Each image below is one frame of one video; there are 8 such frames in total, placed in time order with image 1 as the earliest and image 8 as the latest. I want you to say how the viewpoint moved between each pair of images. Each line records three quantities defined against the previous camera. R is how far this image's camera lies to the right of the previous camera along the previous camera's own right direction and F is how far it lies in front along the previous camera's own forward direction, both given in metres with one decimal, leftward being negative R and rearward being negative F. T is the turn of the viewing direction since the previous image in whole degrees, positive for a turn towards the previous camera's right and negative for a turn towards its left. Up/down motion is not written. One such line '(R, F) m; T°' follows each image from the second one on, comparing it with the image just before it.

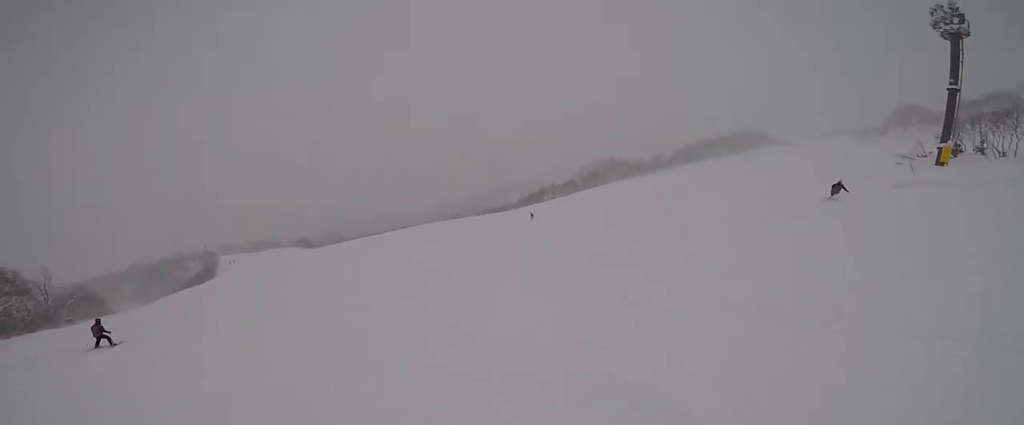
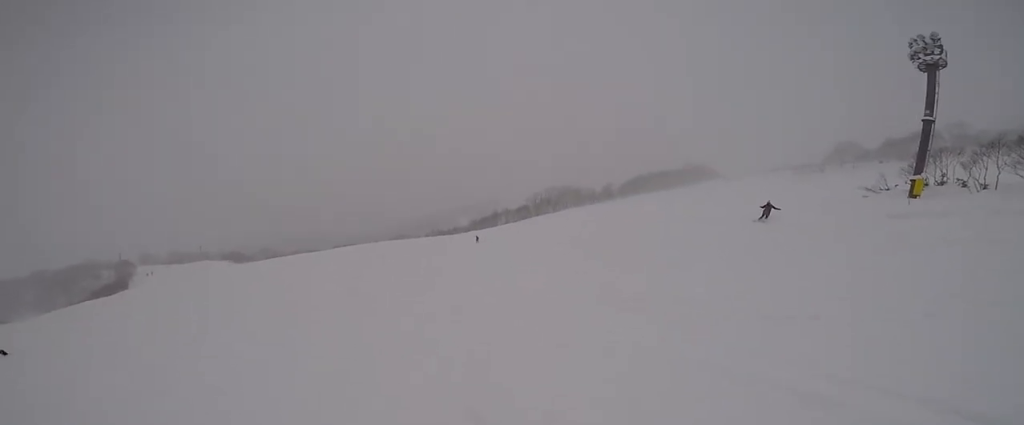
(+0.2, +3.9) m; +13°
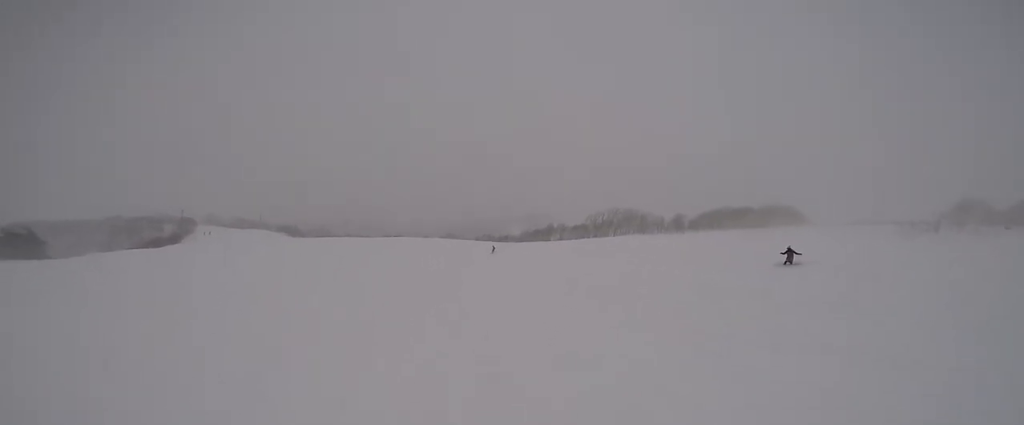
(+1.5, +8.5) m; +7°
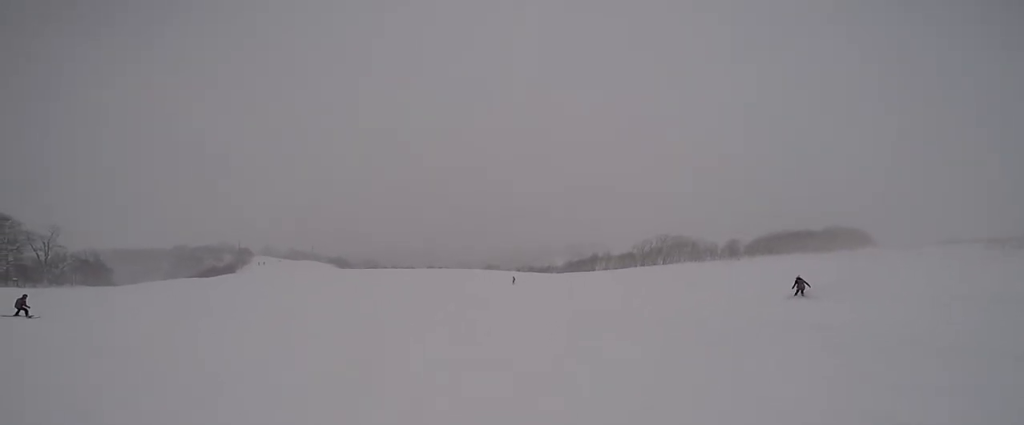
(+0.2, +3.9) m; -5°
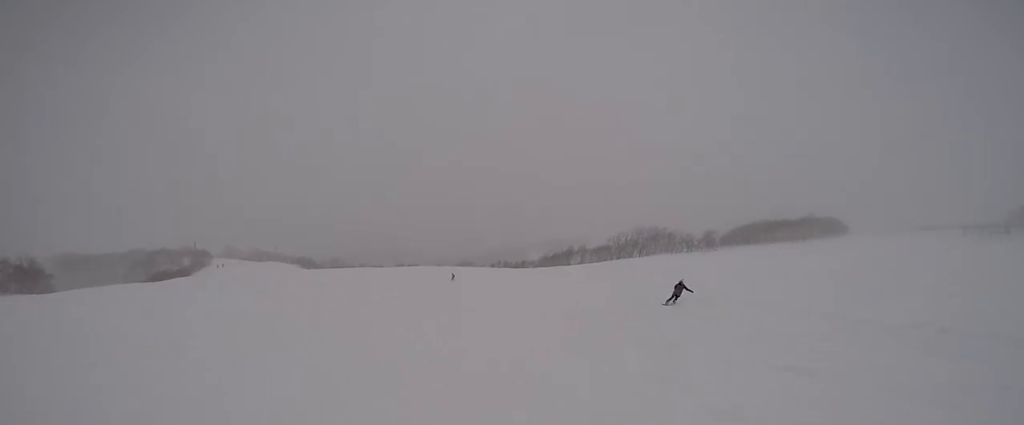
(-0.8, +5.2) m; -9°
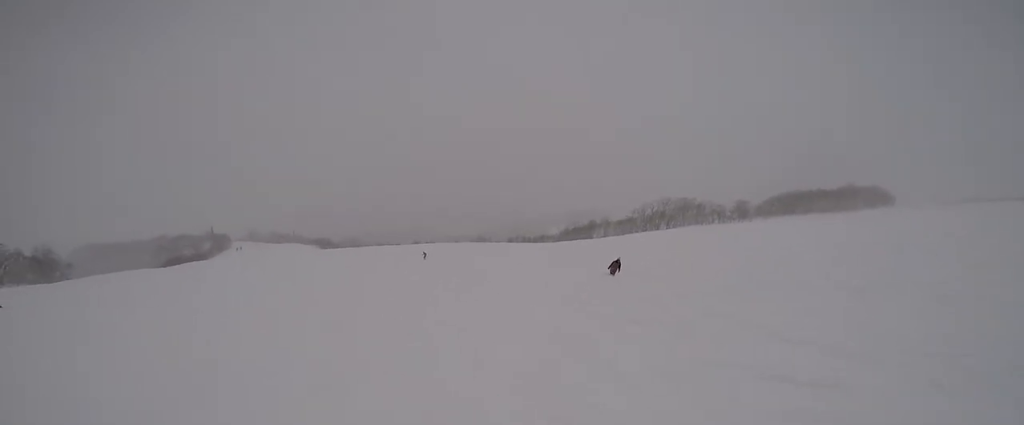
(-0.2, +5.8) m; -17°
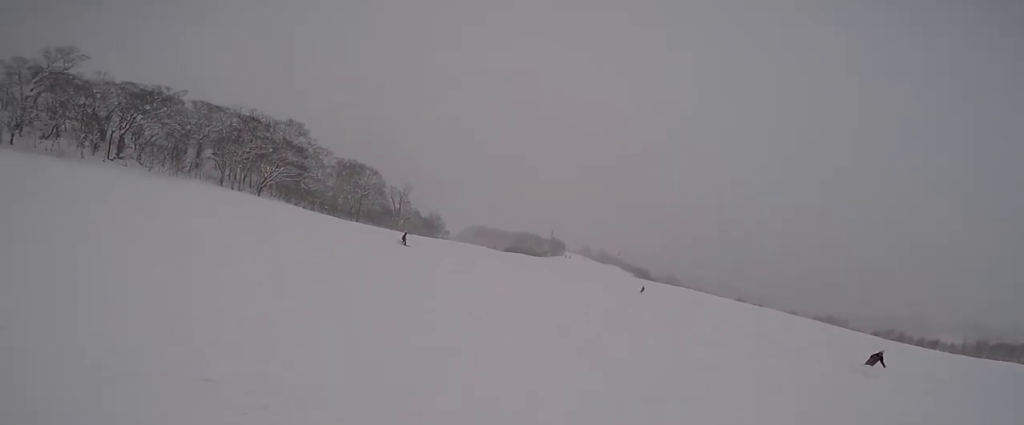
(-5.3, +12.0) m; -40°
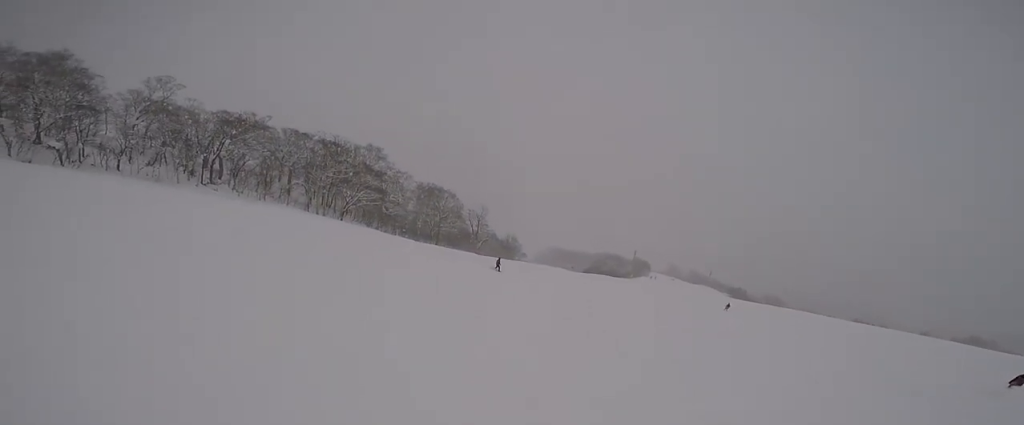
(-0.3, +3.6) m; -9°
